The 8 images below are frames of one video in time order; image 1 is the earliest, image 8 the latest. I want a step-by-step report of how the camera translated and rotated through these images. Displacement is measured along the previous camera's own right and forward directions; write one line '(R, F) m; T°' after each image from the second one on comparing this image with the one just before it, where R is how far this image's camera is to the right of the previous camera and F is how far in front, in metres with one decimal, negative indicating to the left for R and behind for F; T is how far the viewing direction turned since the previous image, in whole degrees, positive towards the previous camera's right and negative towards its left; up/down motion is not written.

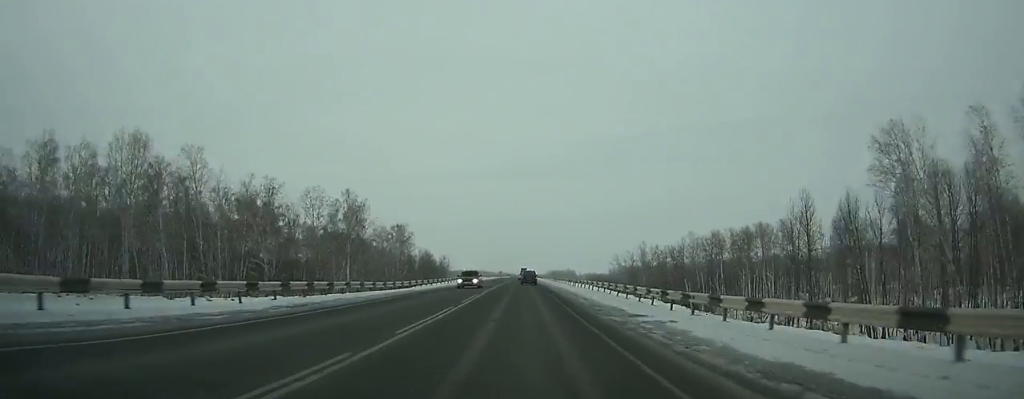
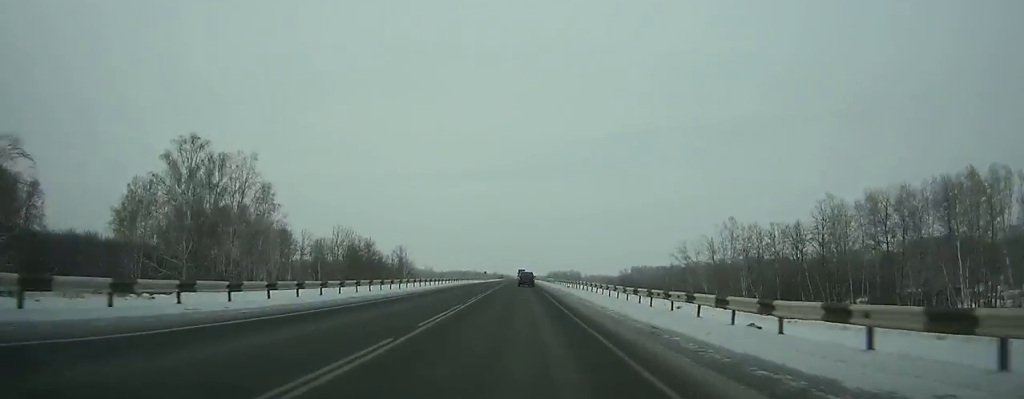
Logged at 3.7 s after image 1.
(0.0, +93.8) m; 0°
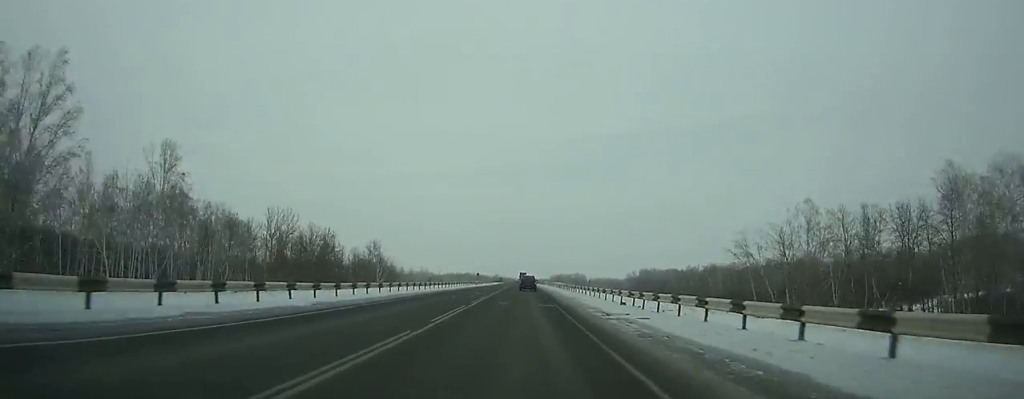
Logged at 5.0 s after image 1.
(0.0, +32.8) m; 0°
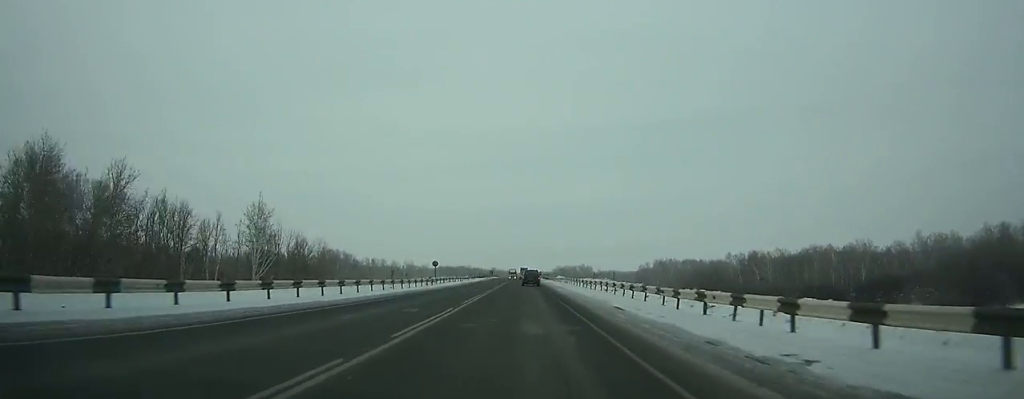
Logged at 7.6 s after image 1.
(0.0, +65.2) m; 0°
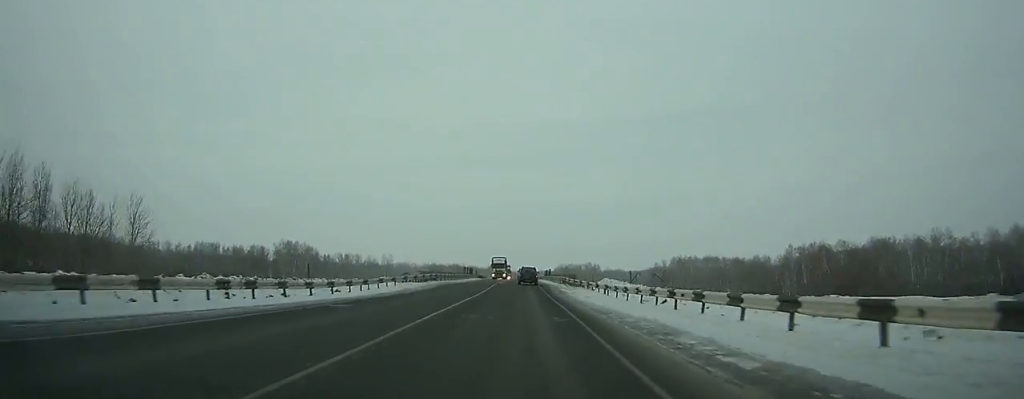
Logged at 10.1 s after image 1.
(+0.2, +61.5) m; 0°
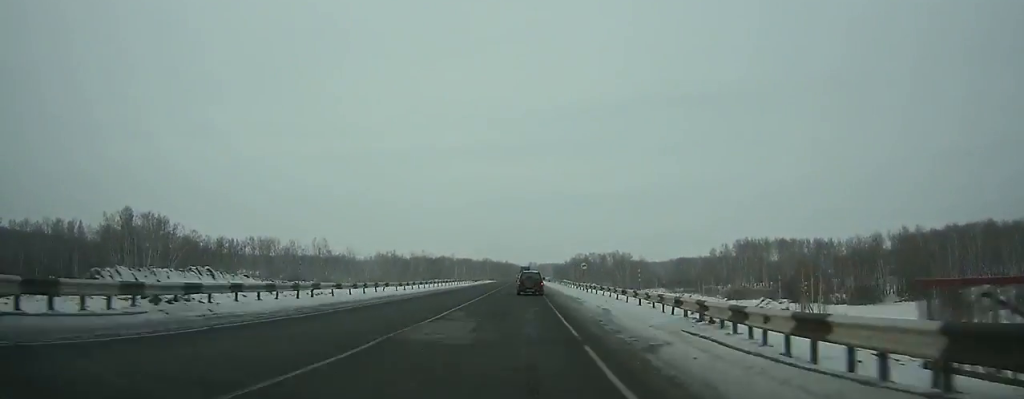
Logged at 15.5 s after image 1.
(-0.7, +129.0) m; -1°
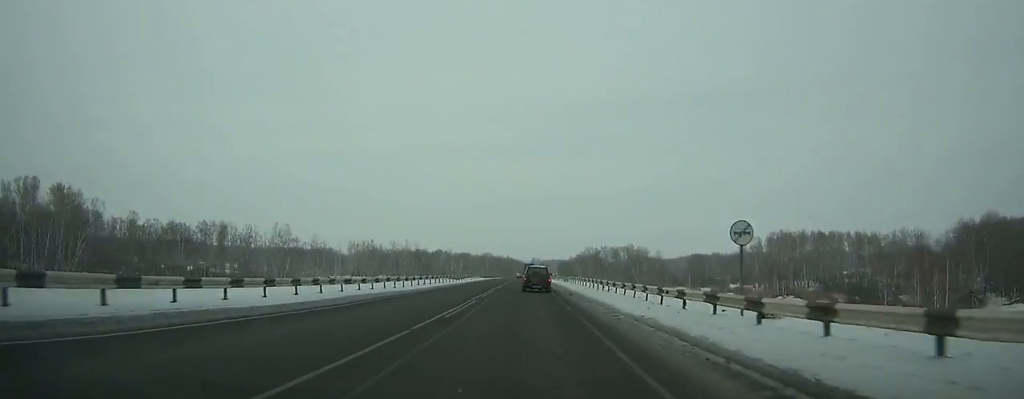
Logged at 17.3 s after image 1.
(-0.1, +41.9) m; 0°
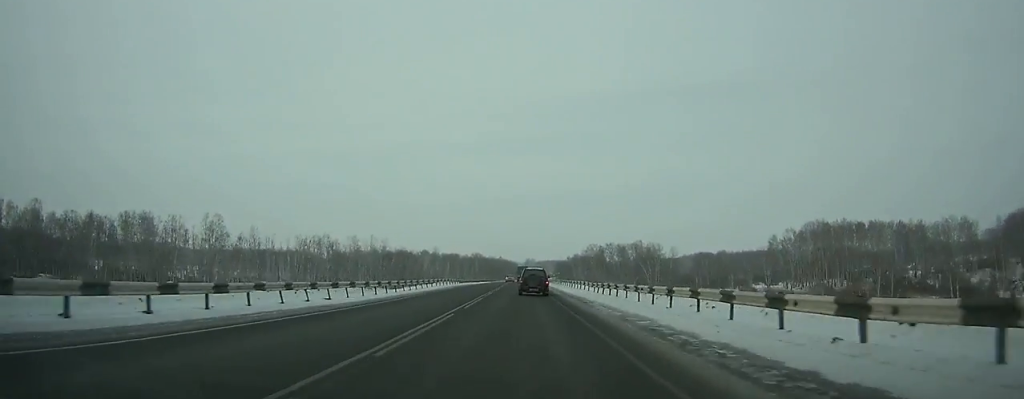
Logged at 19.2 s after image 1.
(+0.1, +43.7) m; 0°
